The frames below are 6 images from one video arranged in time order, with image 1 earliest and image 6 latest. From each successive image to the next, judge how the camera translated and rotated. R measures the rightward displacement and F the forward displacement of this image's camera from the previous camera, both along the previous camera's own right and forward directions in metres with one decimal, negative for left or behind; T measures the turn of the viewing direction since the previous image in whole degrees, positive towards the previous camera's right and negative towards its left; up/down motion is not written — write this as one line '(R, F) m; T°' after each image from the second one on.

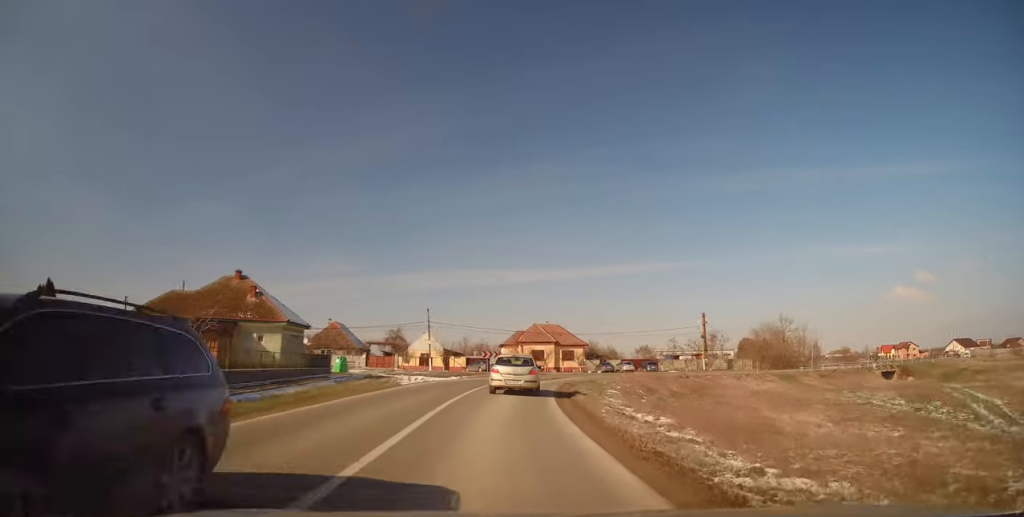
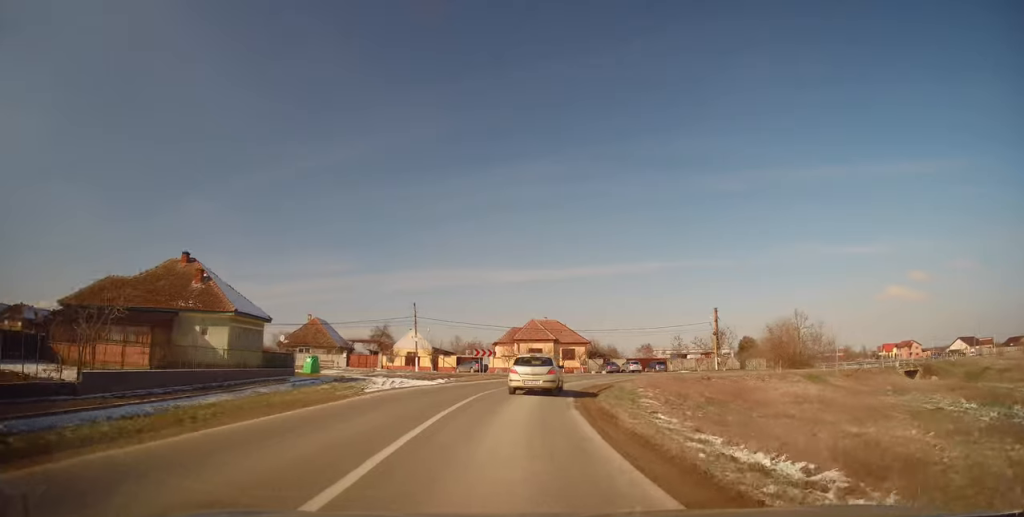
(0.0, +6.7) m; +1°
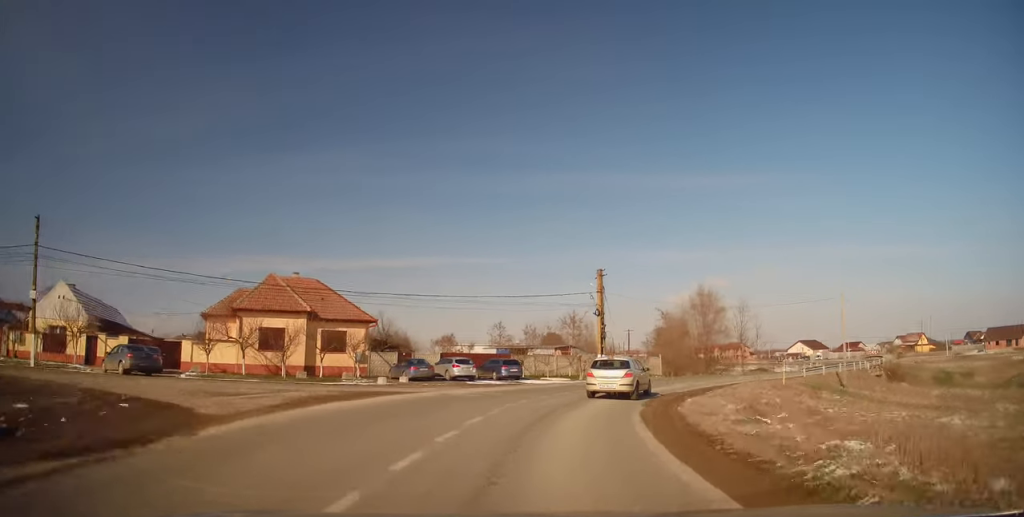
(+4.8, +32.9) m; +24°
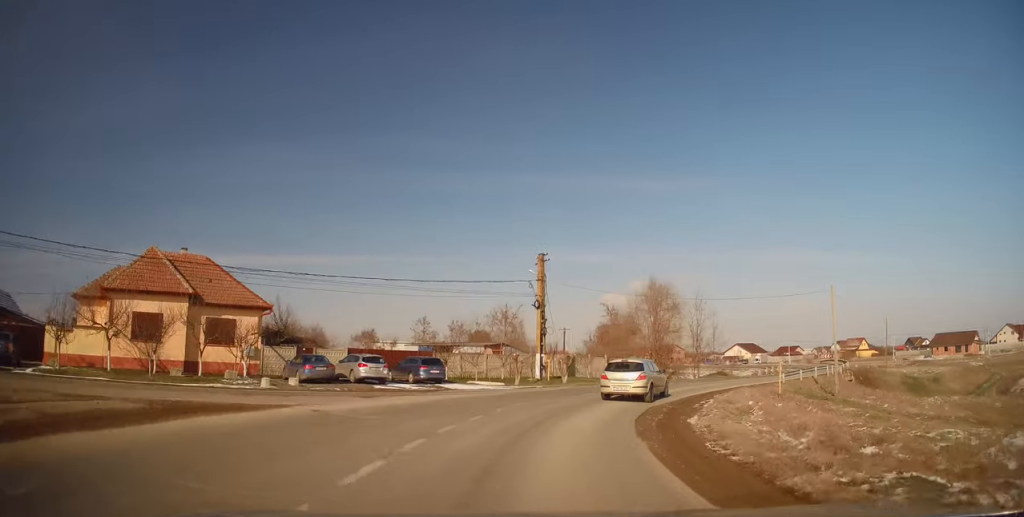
(+0.5, +6.7) m; +10°
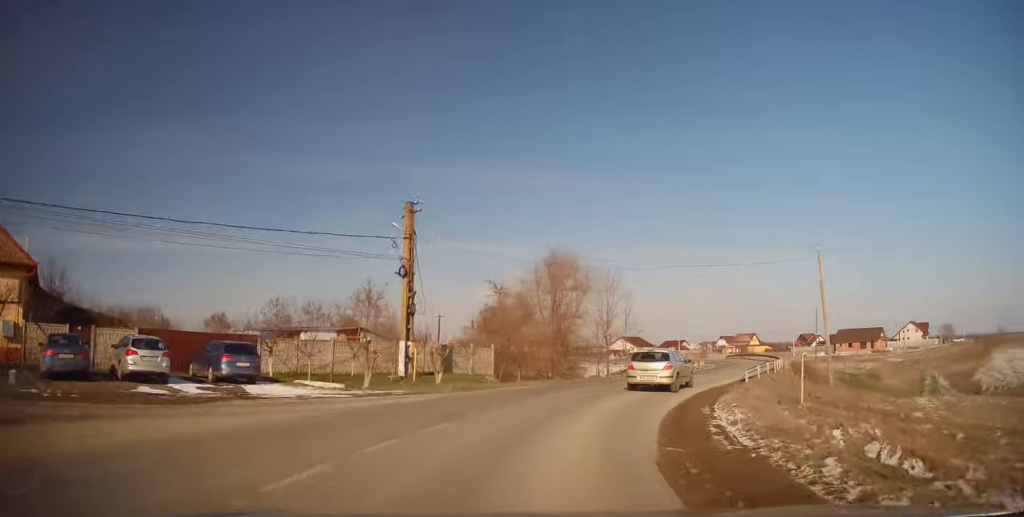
(+1.5, +9.7) m; +12°
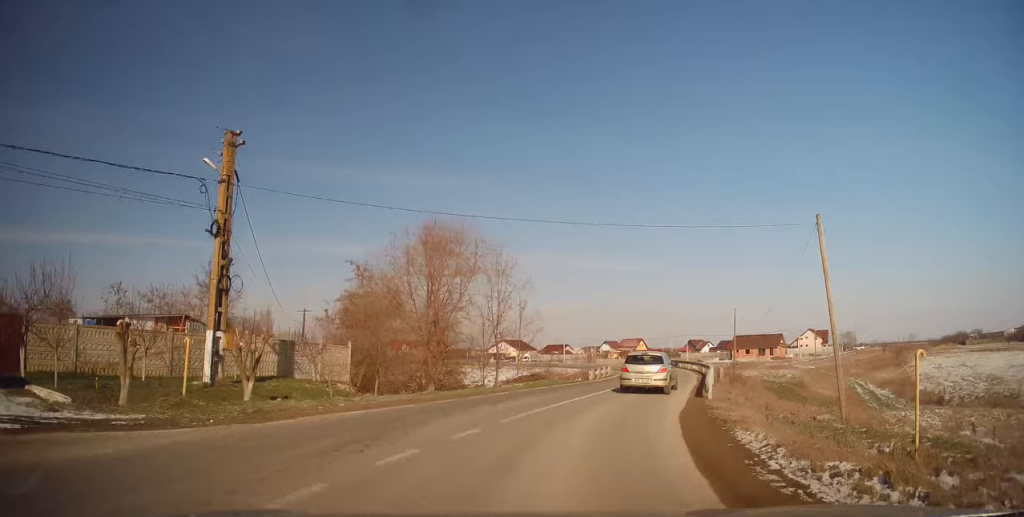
(+0.6, +8.1) m; +9°
